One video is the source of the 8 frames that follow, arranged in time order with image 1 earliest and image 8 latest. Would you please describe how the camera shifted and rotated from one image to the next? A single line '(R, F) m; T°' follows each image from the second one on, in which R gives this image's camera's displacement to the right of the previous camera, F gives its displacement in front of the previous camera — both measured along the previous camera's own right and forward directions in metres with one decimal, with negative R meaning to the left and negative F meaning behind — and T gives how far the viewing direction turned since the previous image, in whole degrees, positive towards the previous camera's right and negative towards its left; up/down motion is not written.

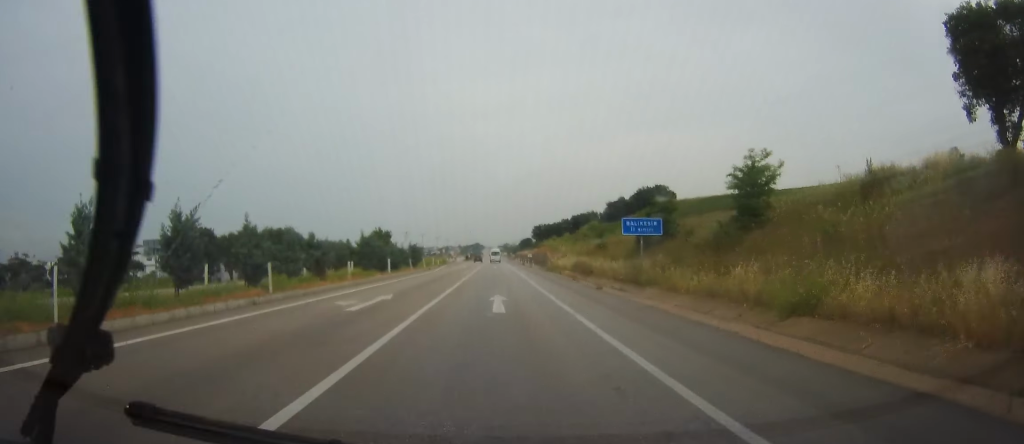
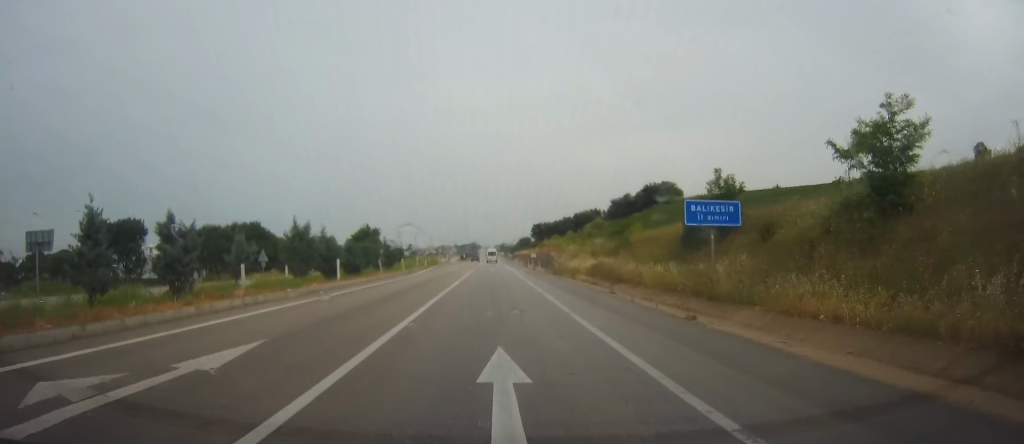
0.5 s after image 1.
(0.0, +13.4) m; 0°
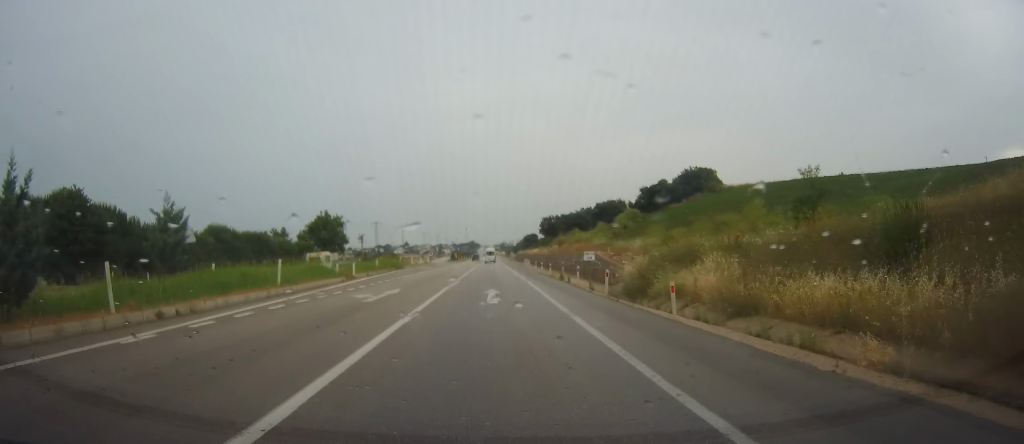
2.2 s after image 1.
(0.0, +40.9) m; +1°
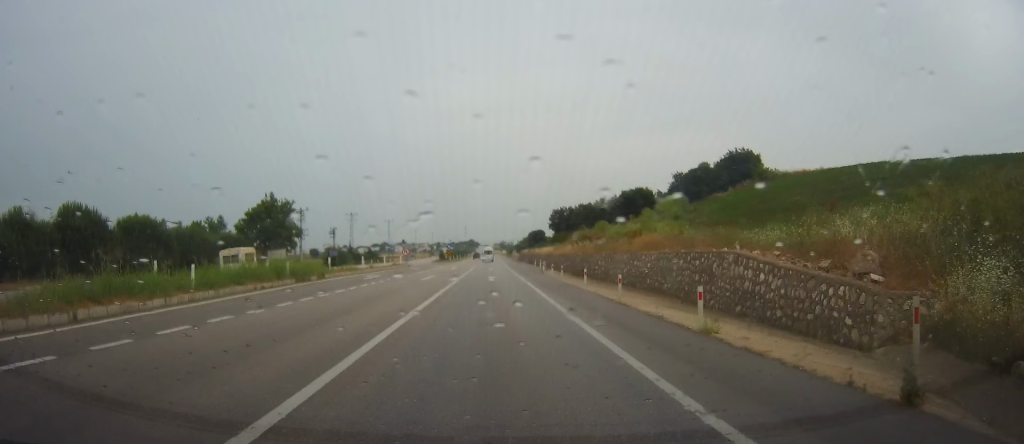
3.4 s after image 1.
(+0.5, +30.8) m; +1°
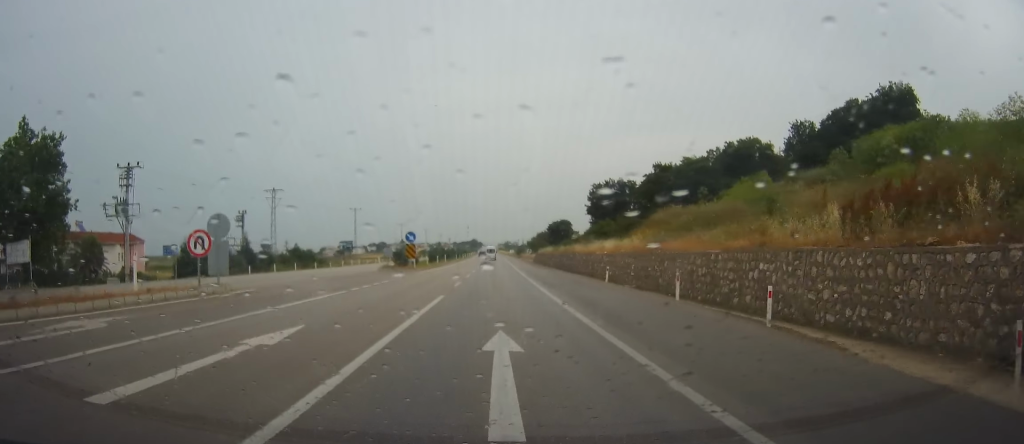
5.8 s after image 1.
(0.0, +57.4) m; 0°
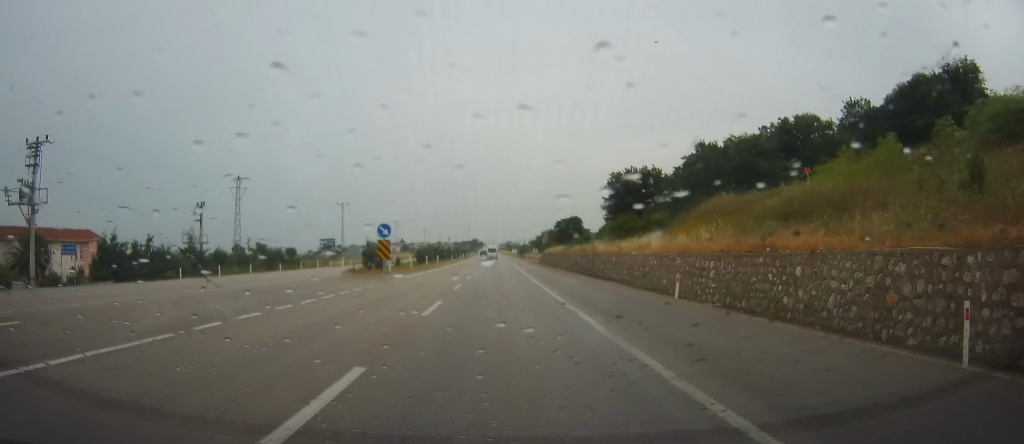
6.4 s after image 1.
(-0.3, +13.9) m; 0°
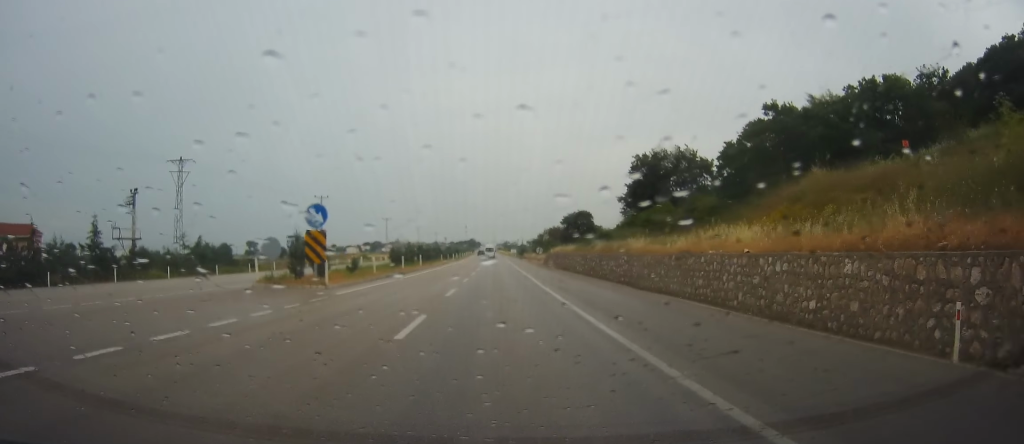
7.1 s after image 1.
(+0.2, +15.8) m; 0°
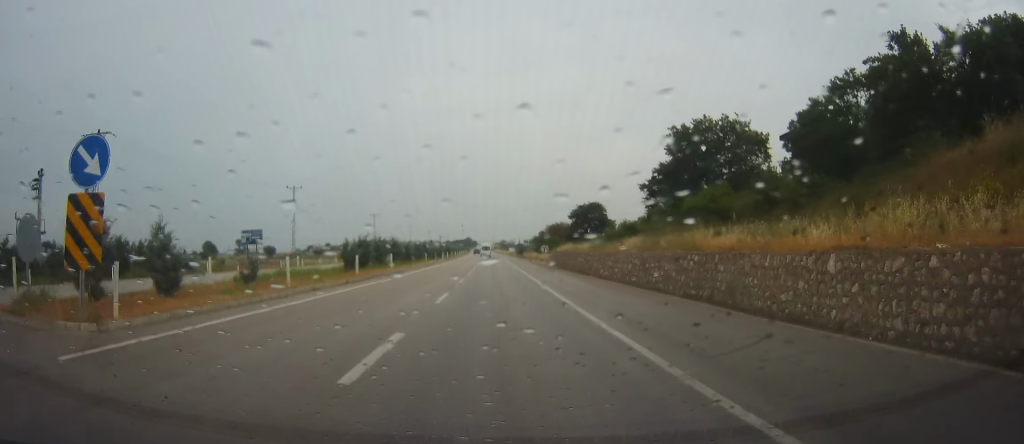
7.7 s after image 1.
(+0.2, +16.1) m; 0°
